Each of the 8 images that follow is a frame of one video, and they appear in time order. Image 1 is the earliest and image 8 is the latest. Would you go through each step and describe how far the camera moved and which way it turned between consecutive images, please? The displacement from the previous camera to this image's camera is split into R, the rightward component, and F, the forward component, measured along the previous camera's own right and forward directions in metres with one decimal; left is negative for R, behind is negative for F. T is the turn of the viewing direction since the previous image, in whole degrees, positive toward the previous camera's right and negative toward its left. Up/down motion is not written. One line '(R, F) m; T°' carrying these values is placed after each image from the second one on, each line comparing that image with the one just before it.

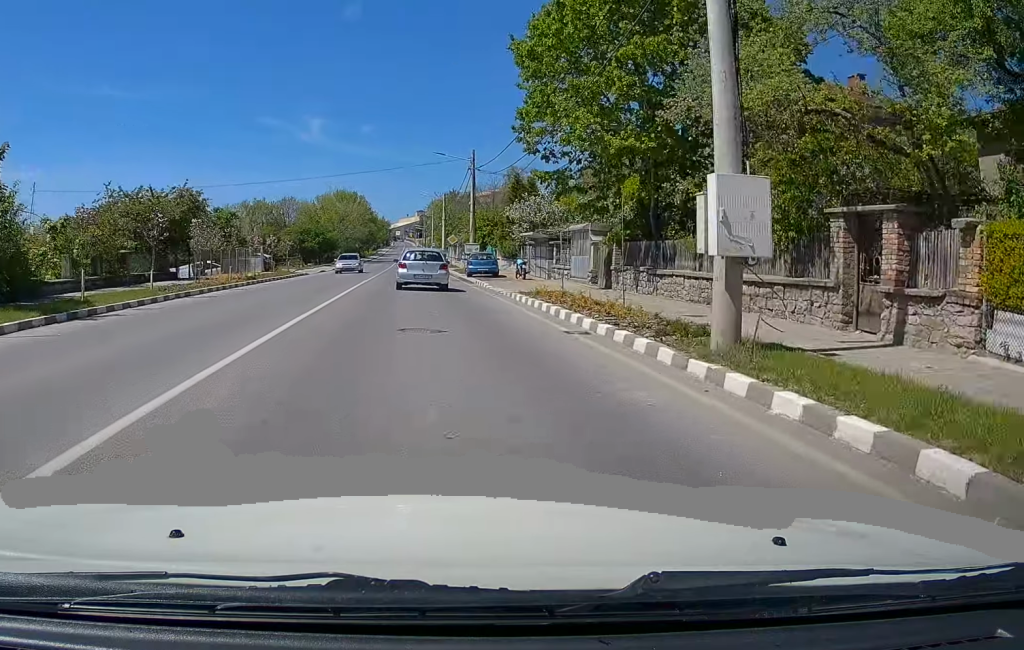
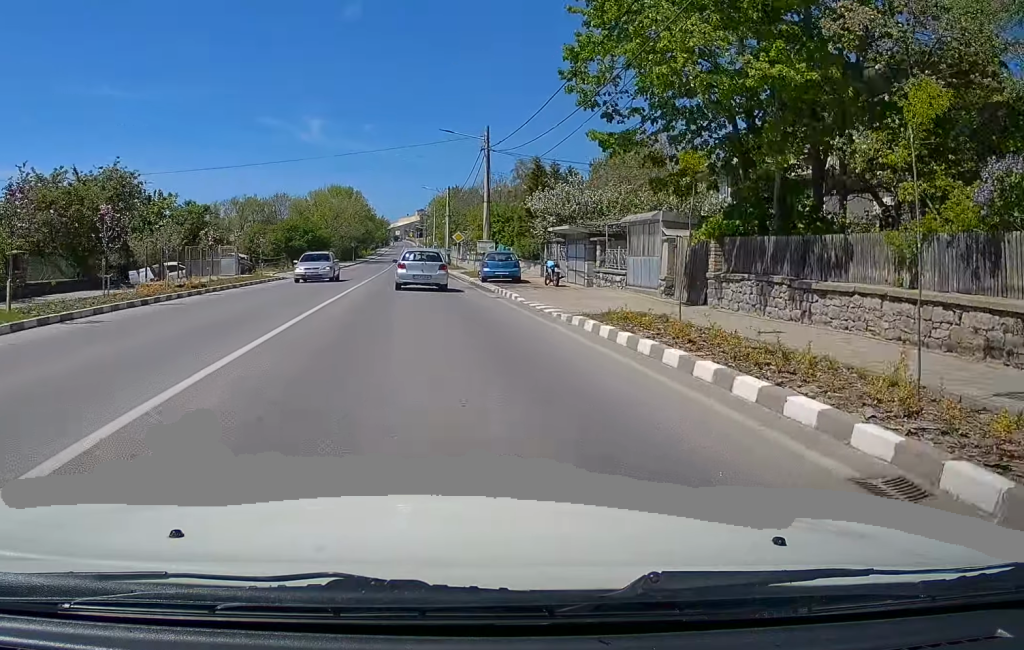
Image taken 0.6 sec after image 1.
(0.0, +8.4) m; 0°
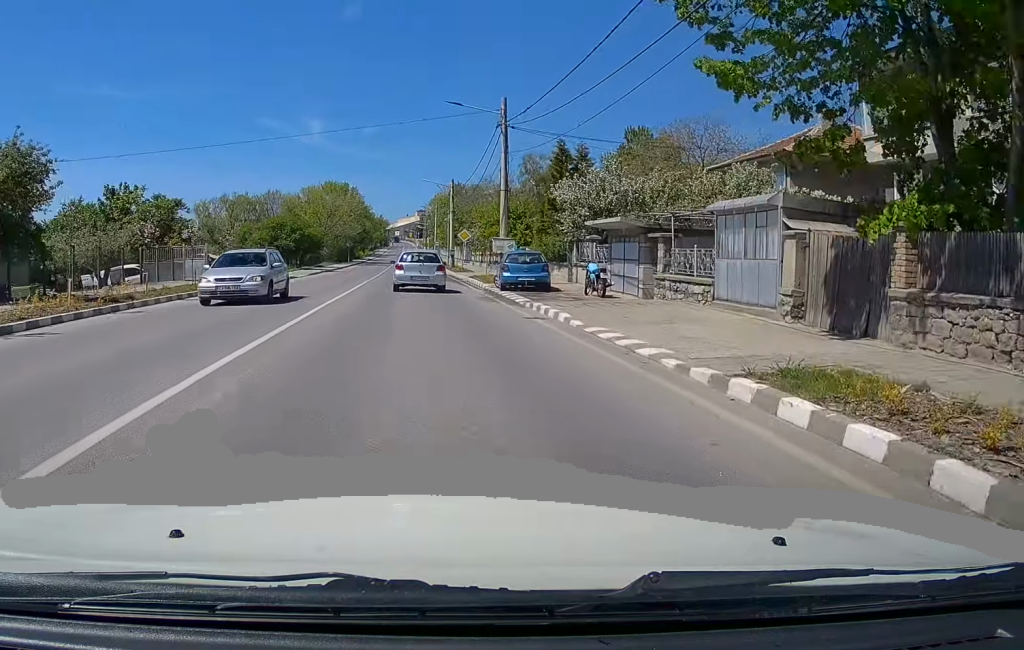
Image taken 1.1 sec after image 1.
(0.0, +7.0) m; 0°
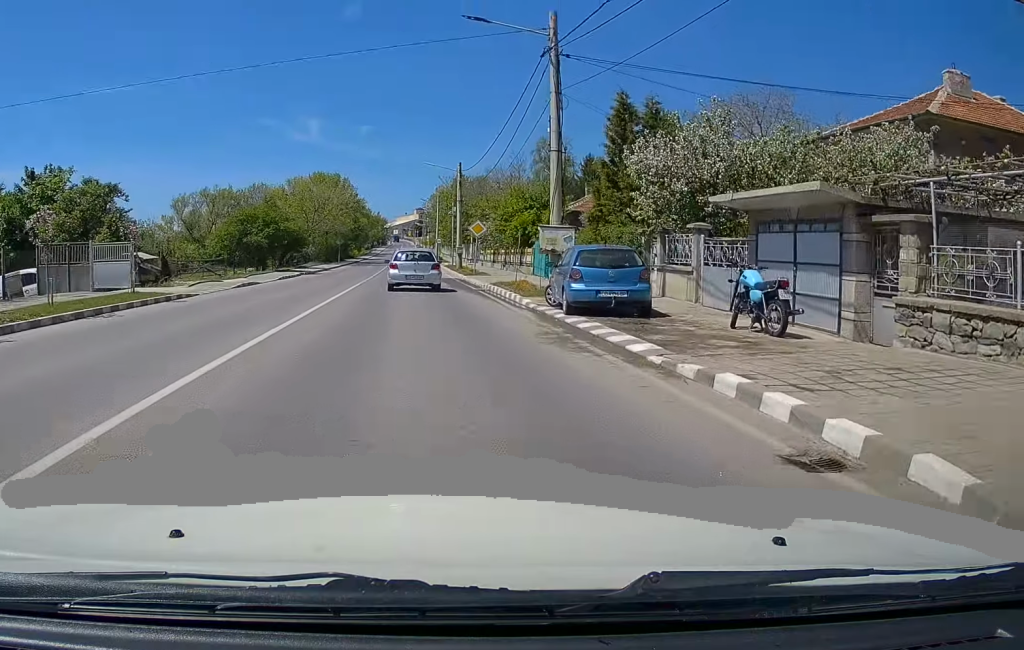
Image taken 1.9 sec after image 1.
(+0.1, +10.9) m; 0°
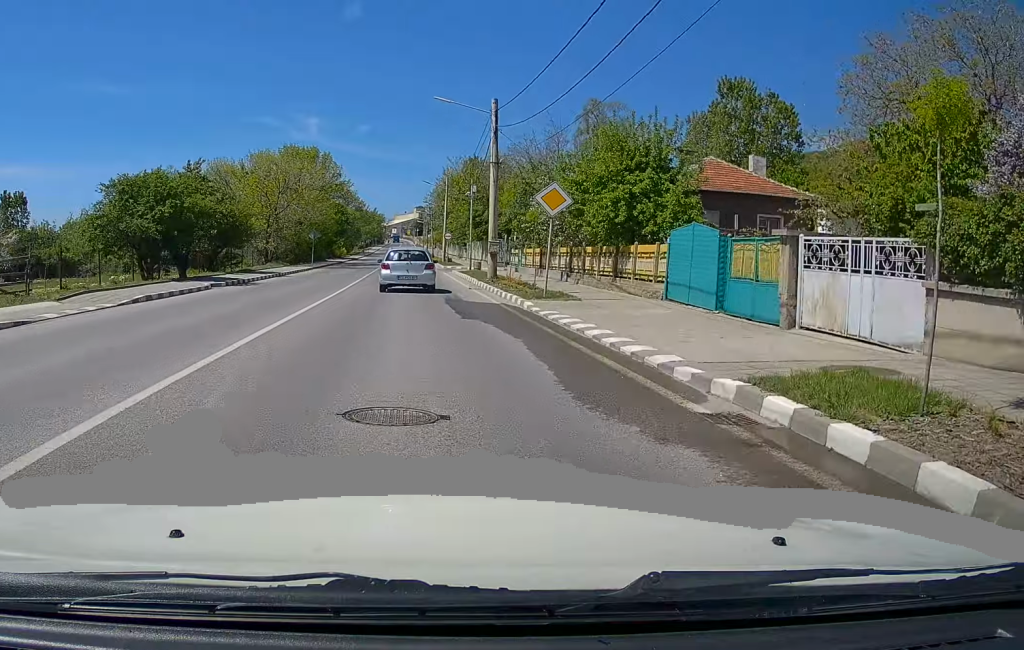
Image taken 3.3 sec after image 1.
(-0.4, +21.2) m; -1°
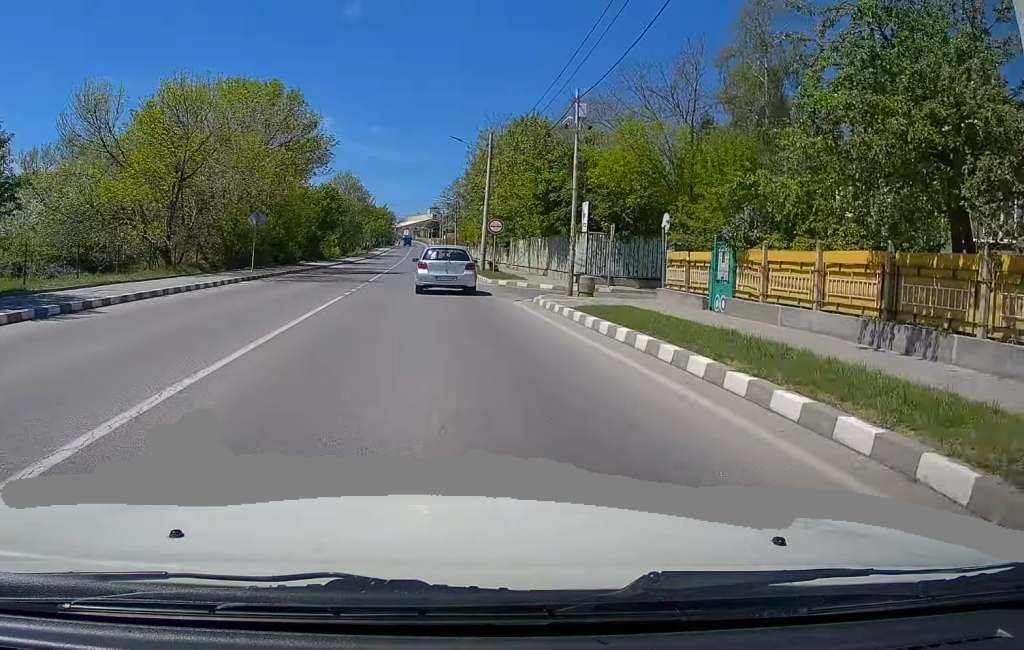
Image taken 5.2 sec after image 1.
(+0.1, +26.7) m; 0°
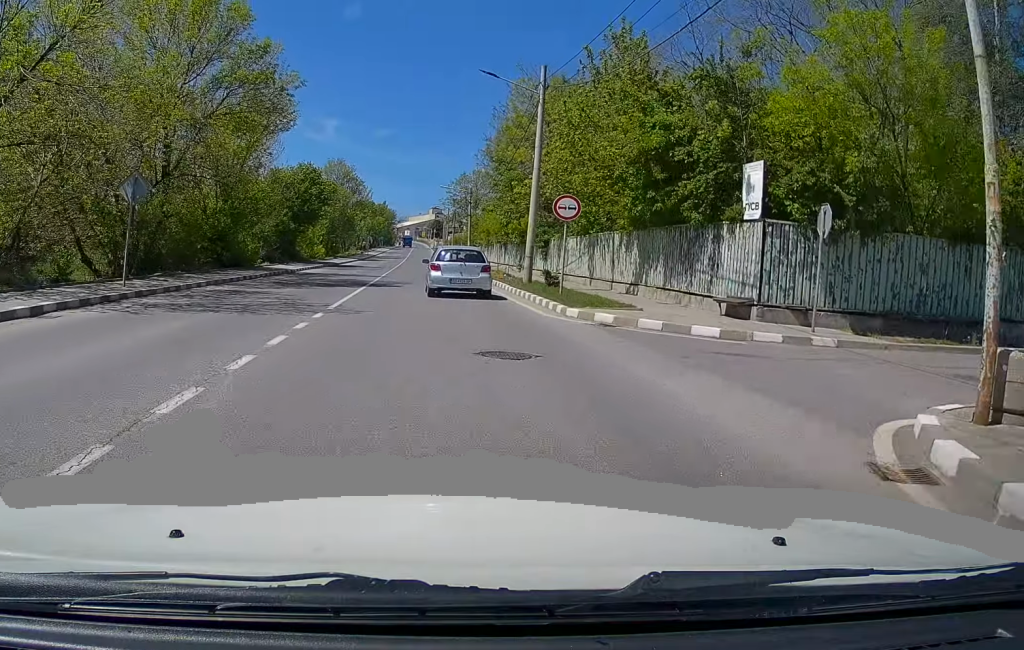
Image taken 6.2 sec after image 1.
(+0.2, +15.3) m; +1°
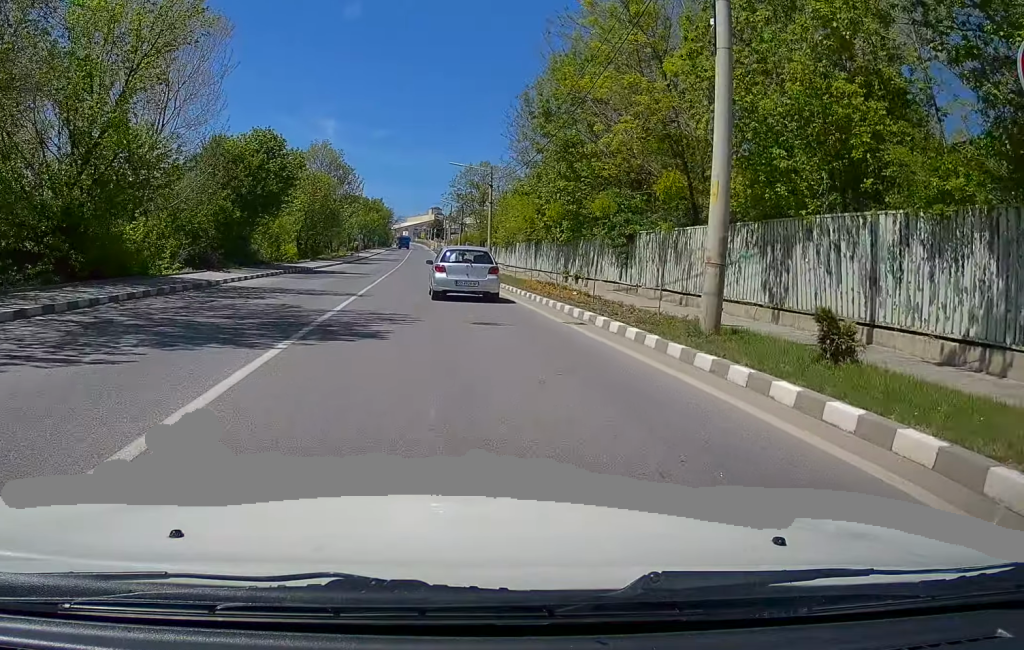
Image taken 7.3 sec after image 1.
(-0.1, +15.9) m; 0°
